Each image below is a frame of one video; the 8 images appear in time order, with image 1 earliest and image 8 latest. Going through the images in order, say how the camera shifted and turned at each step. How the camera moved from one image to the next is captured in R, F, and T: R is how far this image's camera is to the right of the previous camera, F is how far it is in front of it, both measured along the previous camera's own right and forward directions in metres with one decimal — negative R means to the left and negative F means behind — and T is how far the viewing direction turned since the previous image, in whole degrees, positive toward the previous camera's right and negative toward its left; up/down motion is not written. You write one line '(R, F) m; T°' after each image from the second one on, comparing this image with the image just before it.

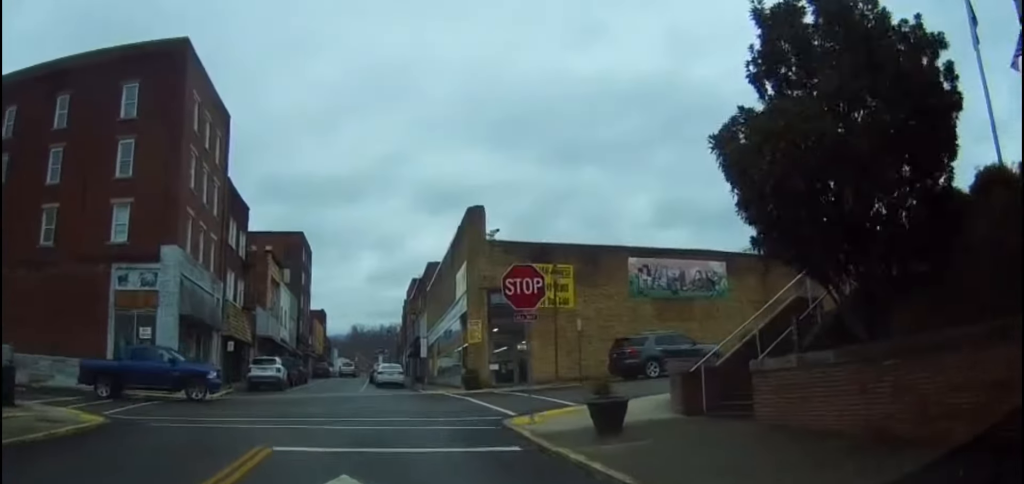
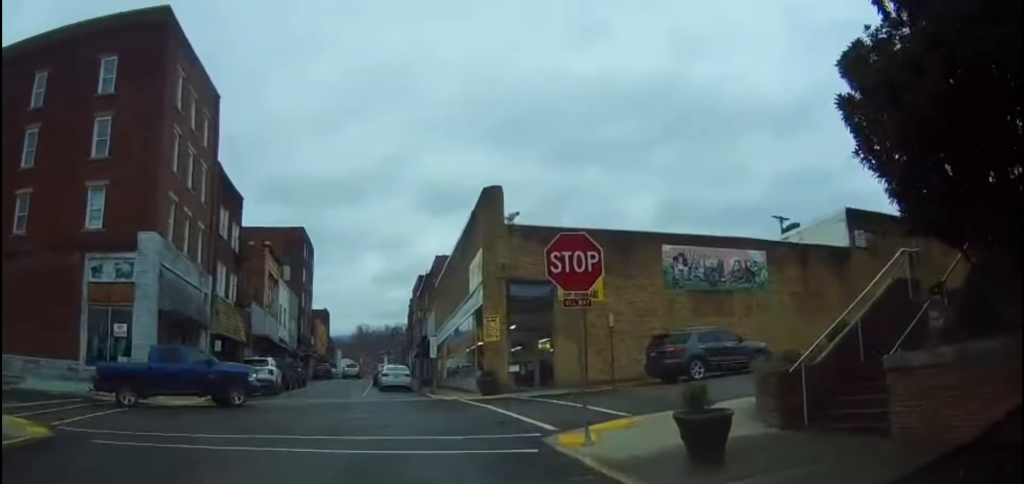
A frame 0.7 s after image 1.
(+0.3, +3.8) m; +1°
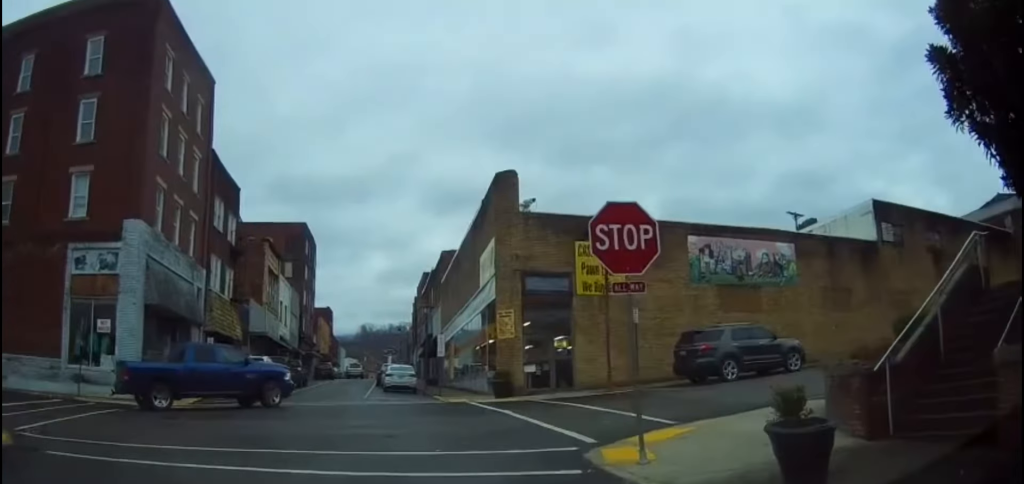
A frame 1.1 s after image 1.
(-0.1, +2.2) m; -2°
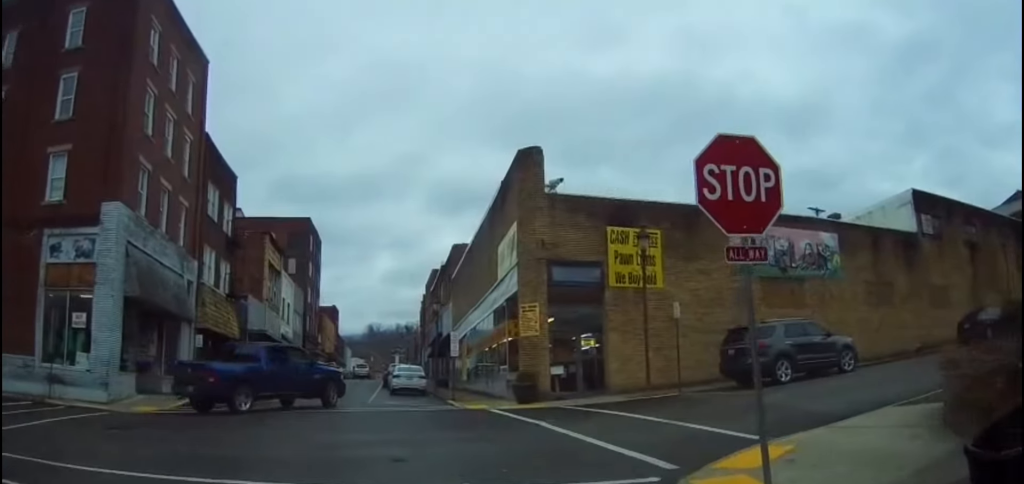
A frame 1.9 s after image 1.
(-0.2, +3.3) m; -3°
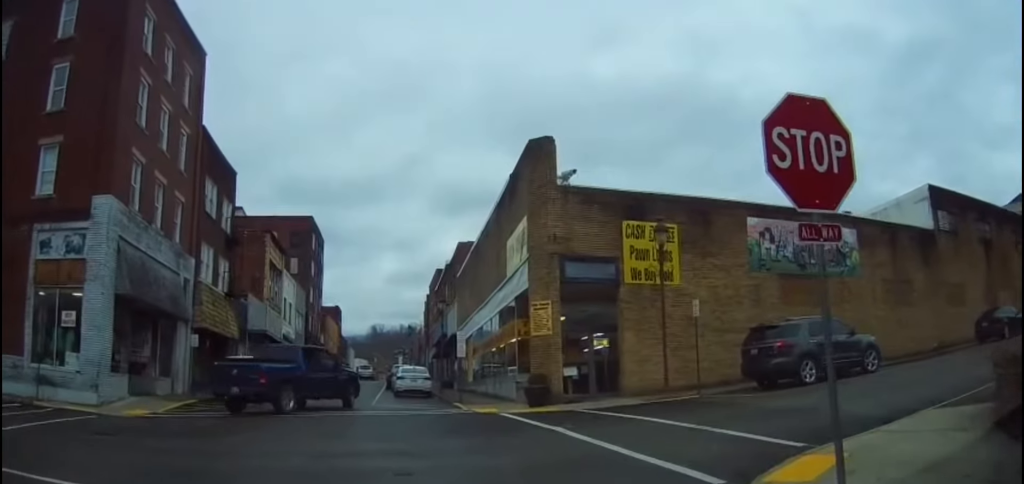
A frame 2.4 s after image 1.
(0.0, +1.2) m; 0°
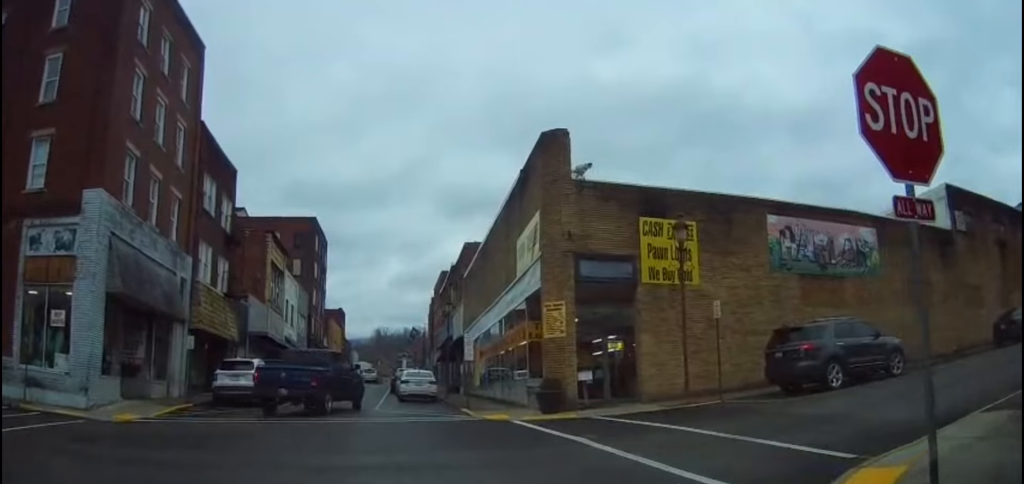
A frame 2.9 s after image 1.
(0.0, +1.4) m; 0°
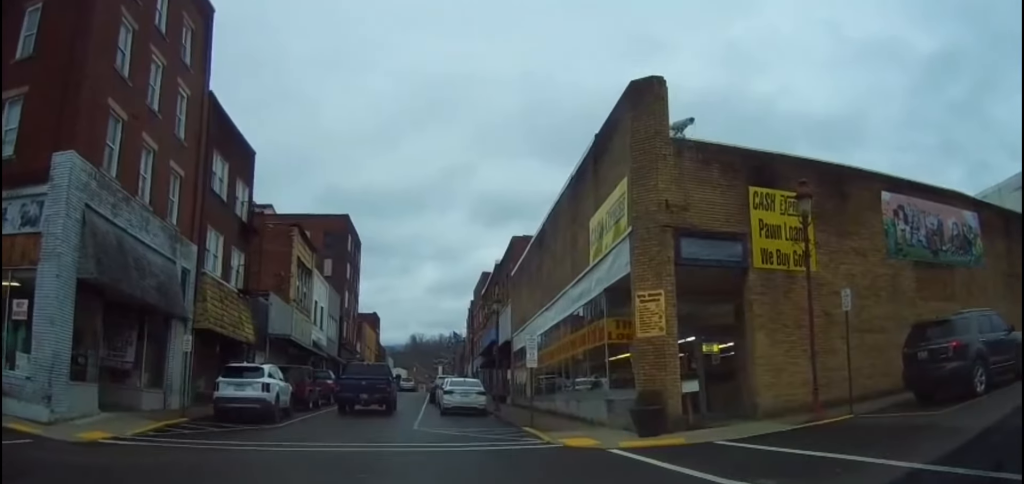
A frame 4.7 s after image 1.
(0.0, +3.8) m; -1°
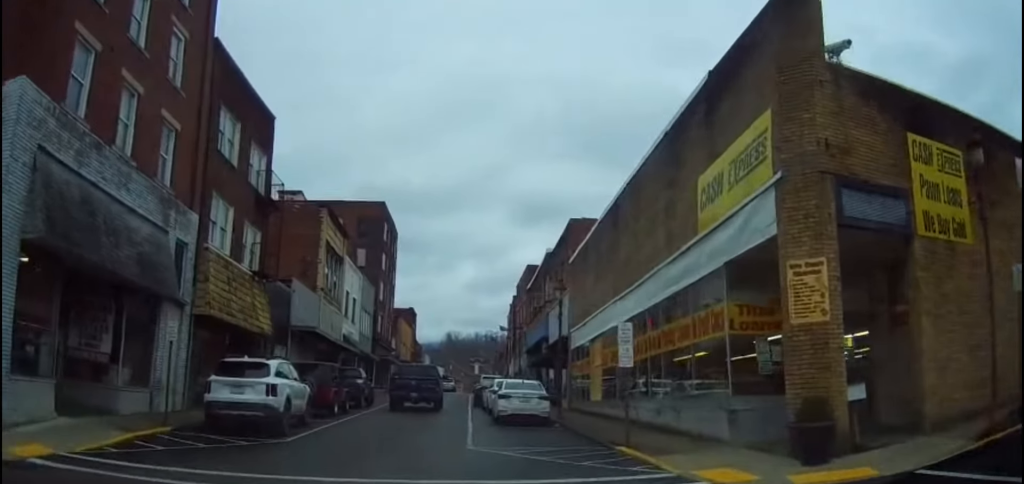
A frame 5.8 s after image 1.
(-0.1, +4.1) m; -4°
